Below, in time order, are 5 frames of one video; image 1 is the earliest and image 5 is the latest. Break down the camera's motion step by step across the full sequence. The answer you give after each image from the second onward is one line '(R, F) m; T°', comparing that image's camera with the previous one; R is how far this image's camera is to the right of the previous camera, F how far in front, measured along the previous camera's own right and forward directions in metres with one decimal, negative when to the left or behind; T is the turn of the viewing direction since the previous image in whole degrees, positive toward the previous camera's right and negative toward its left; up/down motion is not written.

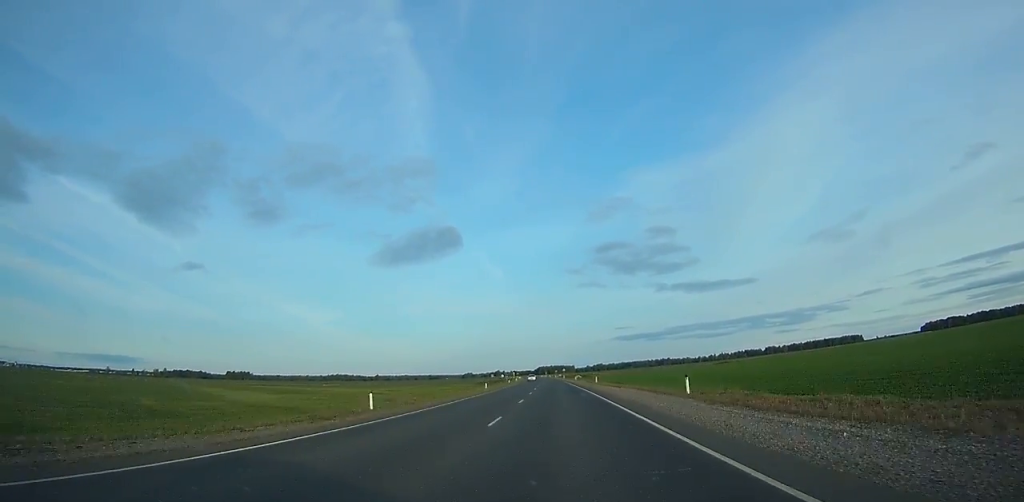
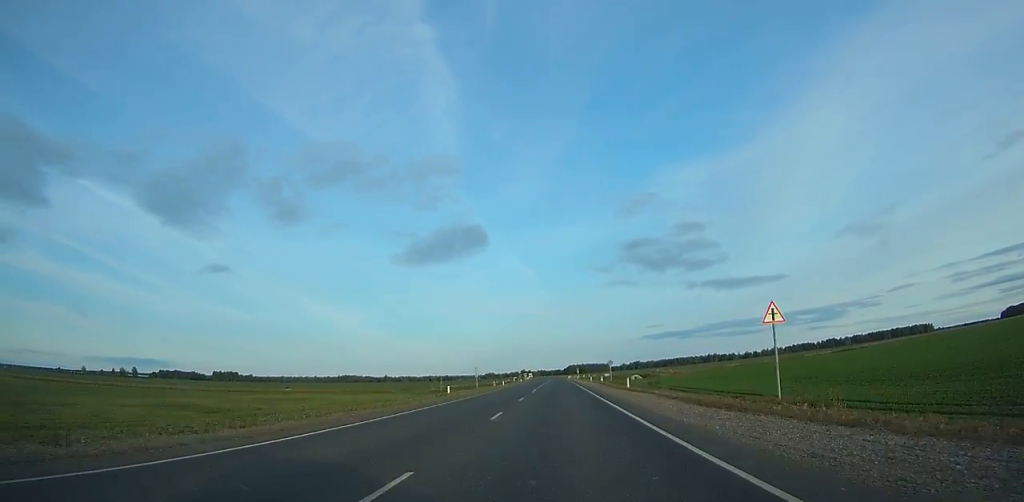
(-3.4, +159.3) m; -2°
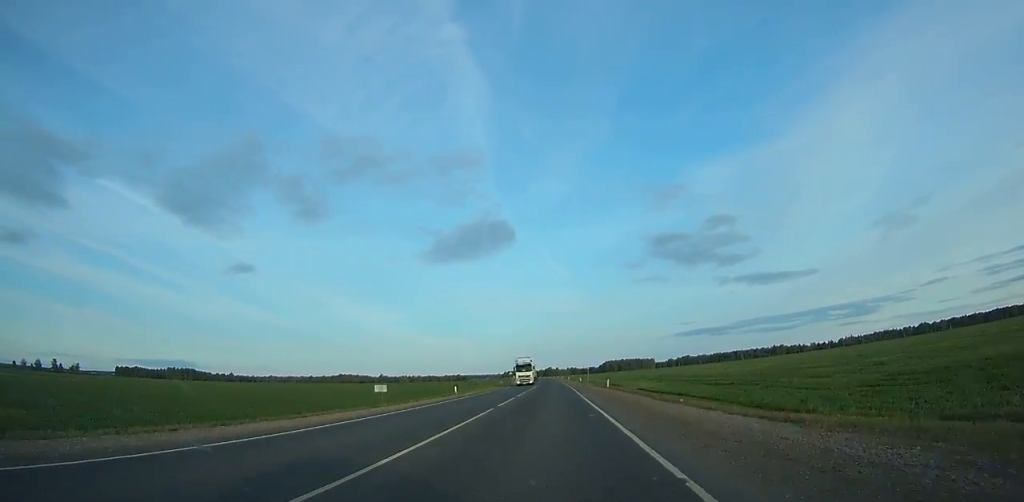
(-4.1, +241.0) m; -2°
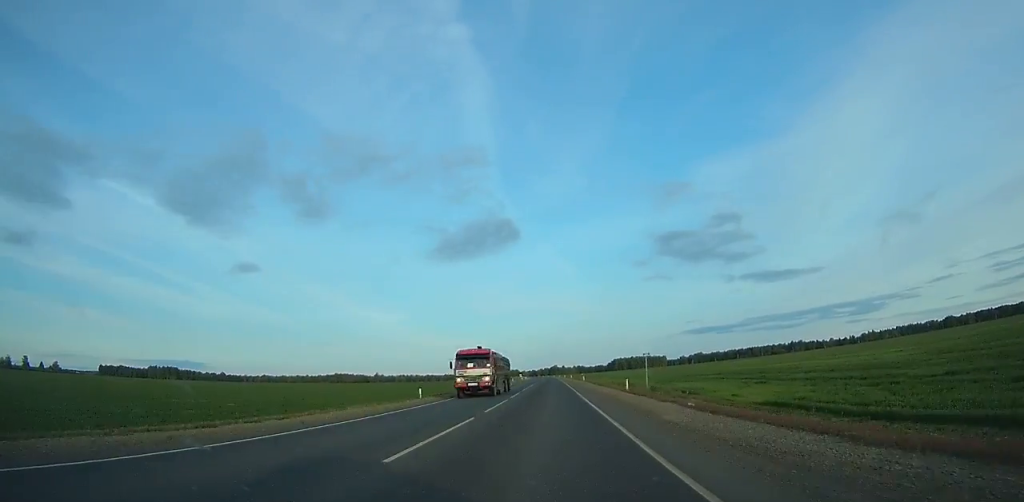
(-0.6, +64.0) m; -1°
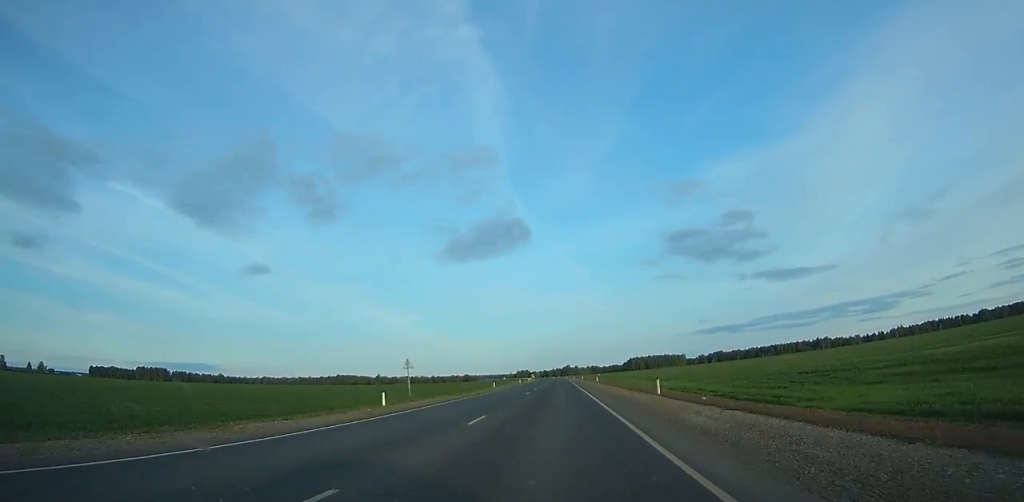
(-0.5, +59.3) m; -1°
